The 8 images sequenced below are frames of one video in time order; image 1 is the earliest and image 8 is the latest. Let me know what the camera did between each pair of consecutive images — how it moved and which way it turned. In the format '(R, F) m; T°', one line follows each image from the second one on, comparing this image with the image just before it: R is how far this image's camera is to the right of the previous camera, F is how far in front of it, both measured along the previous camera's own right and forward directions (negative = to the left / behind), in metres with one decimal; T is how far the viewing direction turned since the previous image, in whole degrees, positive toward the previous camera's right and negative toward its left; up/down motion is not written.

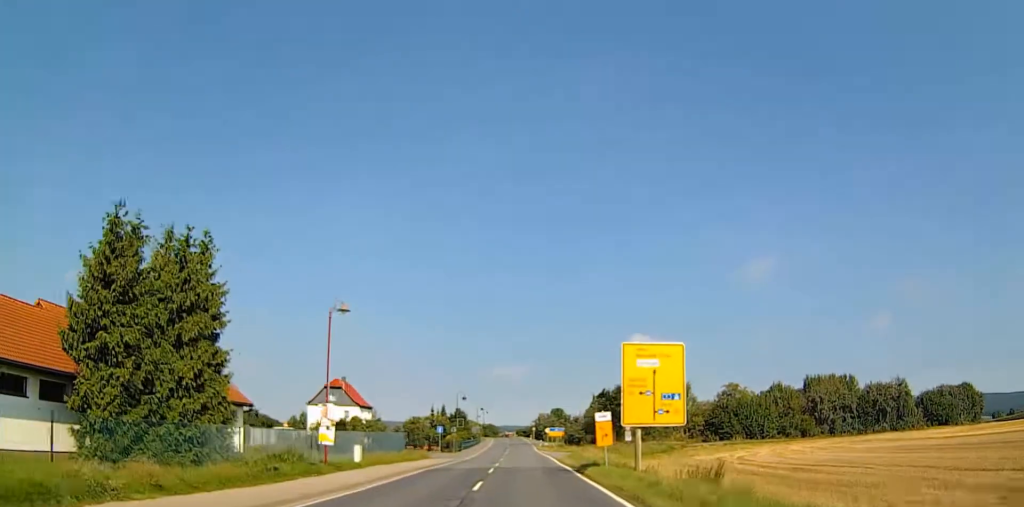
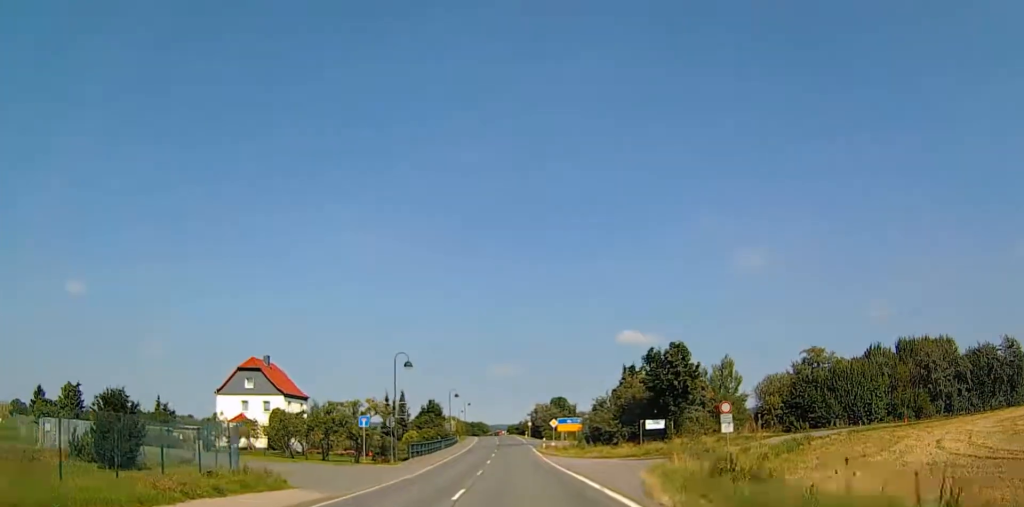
(-1.0, +31.7) m; -1°
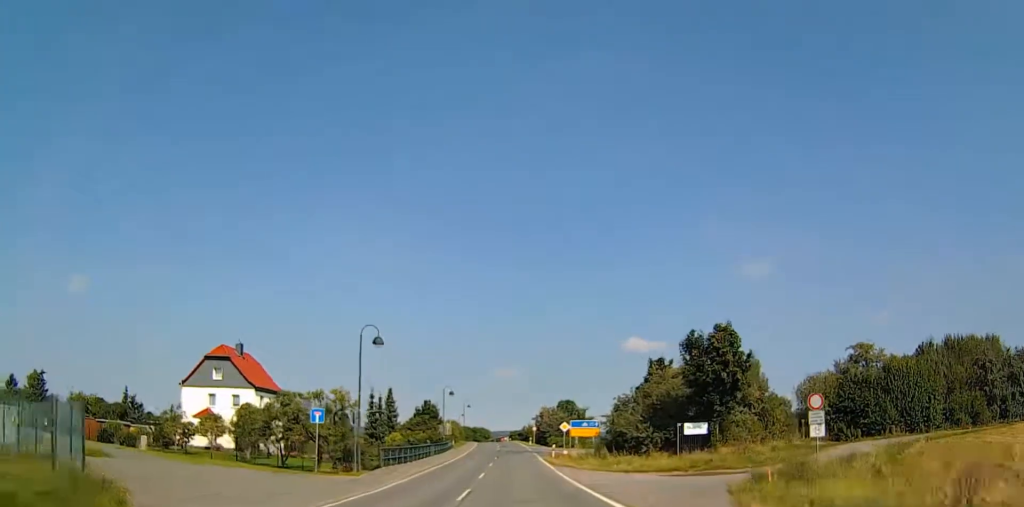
(+0.1, +9.9) m; +1°
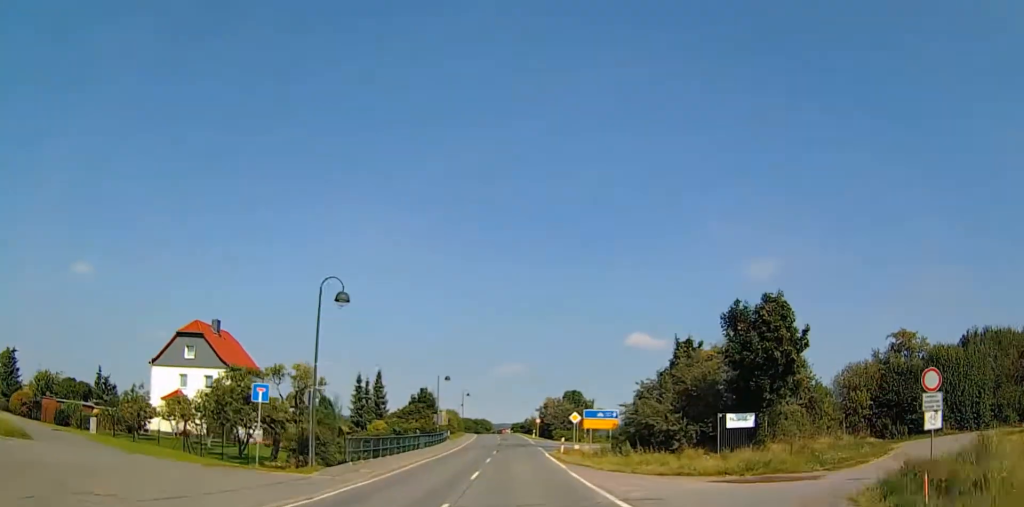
(+0.1, +7.2) m; +1°
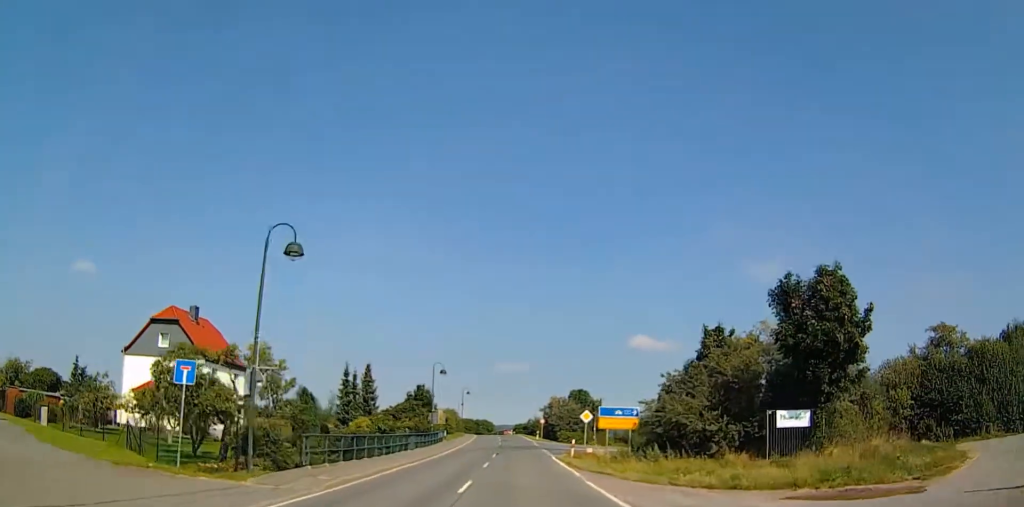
(0.0, +5.5) m; 0°
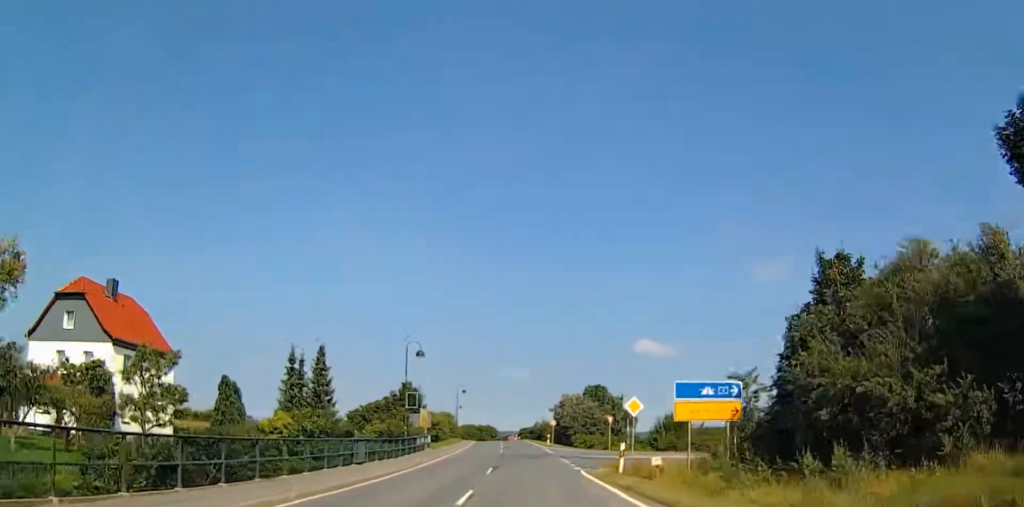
(0.0, +13.4) m; 0°
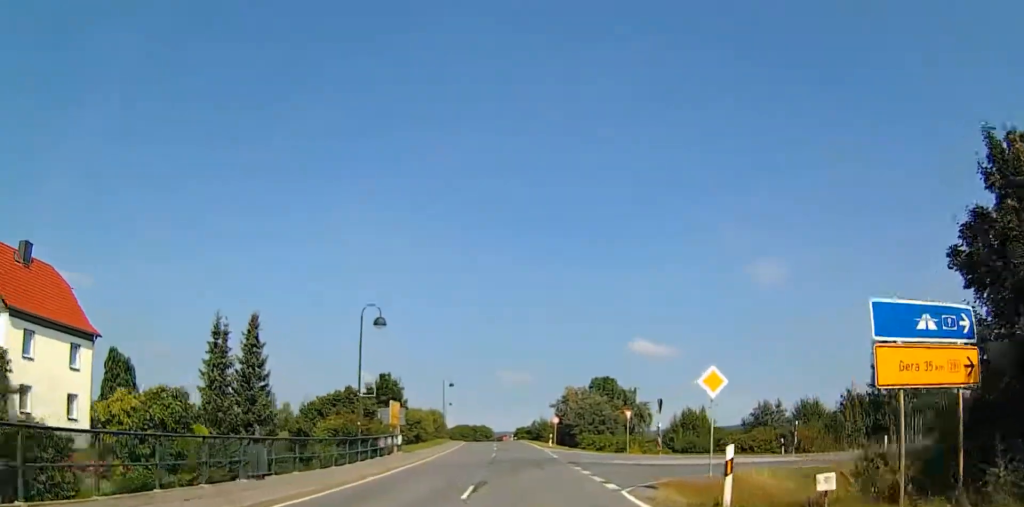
(0.0, +9.2) m; 0°
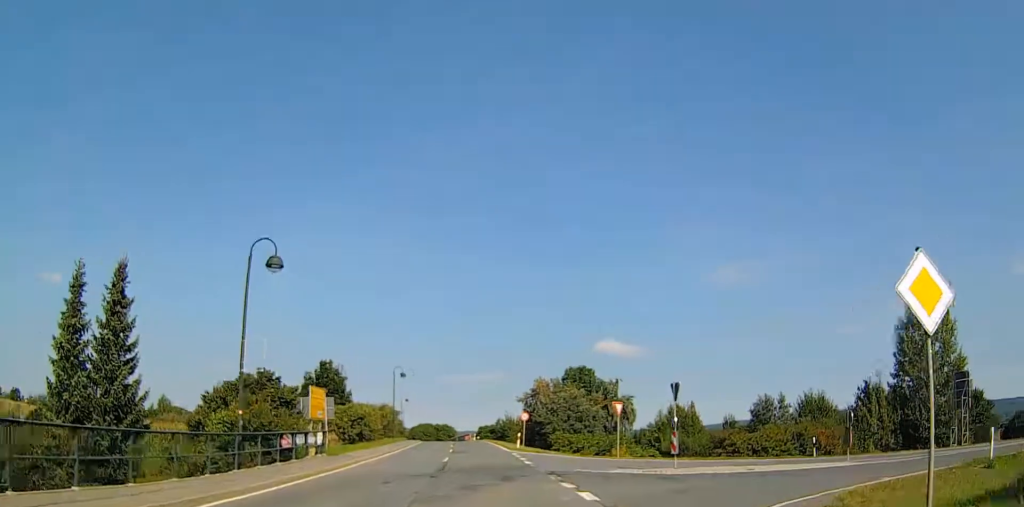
(0.0, +8.7) m; +10°
